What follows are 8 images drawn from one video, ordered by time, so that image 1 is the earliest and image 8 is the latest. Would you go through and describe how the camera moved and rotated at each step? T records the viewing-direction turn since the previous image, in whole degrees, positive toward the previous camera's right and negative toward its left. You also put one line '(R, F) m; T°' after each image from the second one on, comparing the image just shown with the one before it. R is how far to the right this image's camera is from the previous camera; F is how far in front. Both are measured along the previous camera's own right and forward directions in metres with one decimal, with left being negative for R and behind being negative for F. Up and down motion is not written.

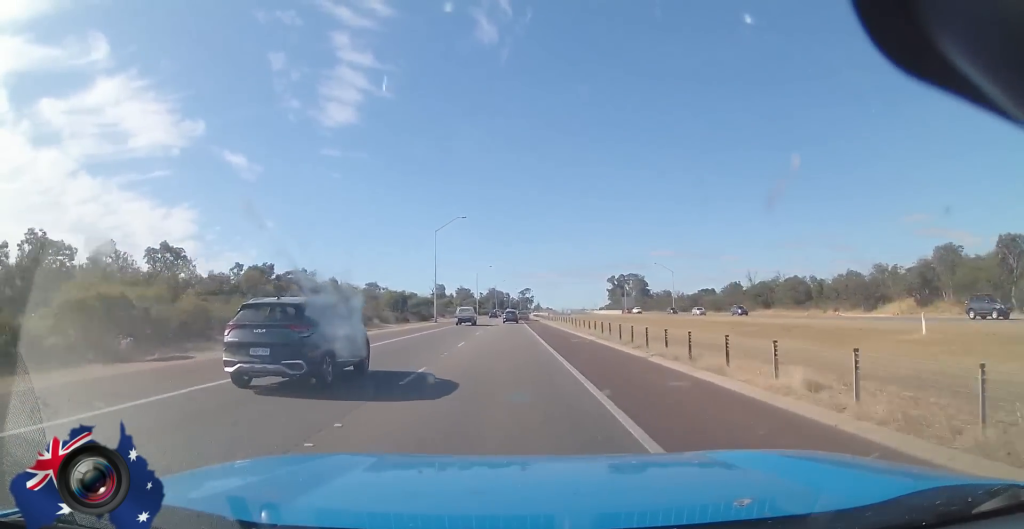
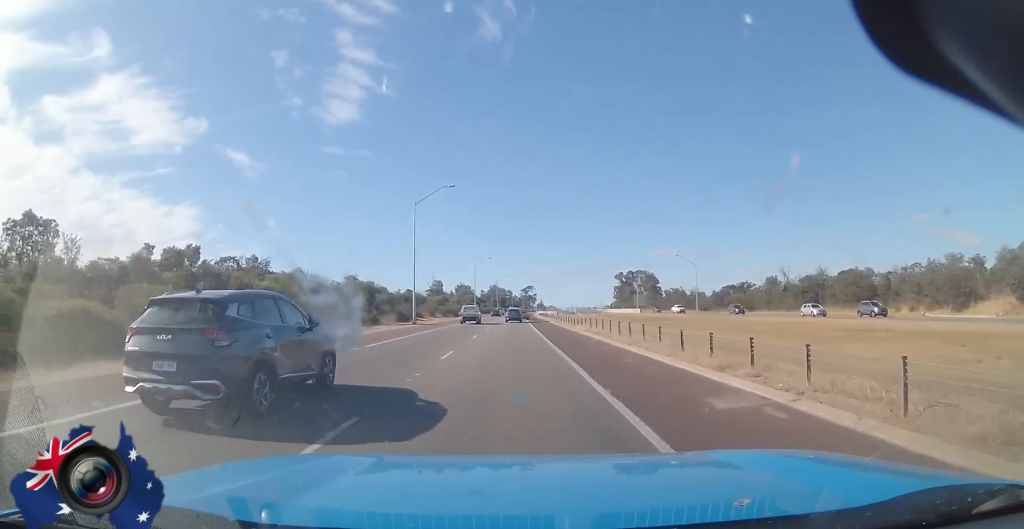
(+0.3, +19.2) m; 0°
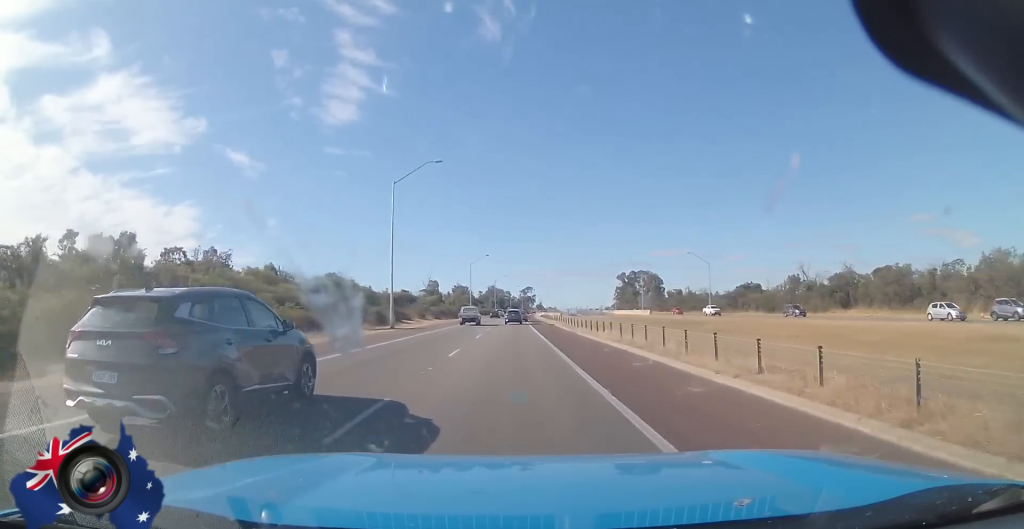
(0.0, +10.5) m; 0°
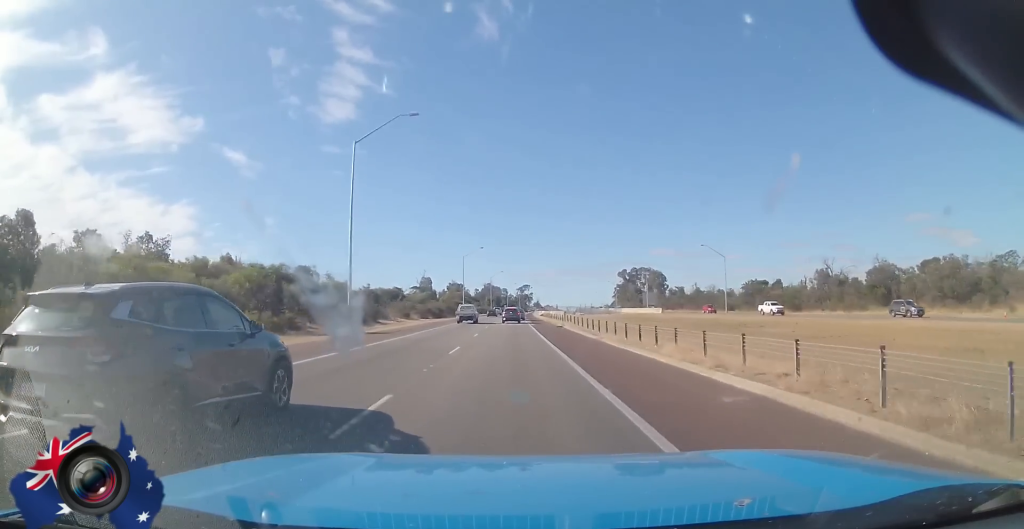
(0.0, +11.7) m; 0°
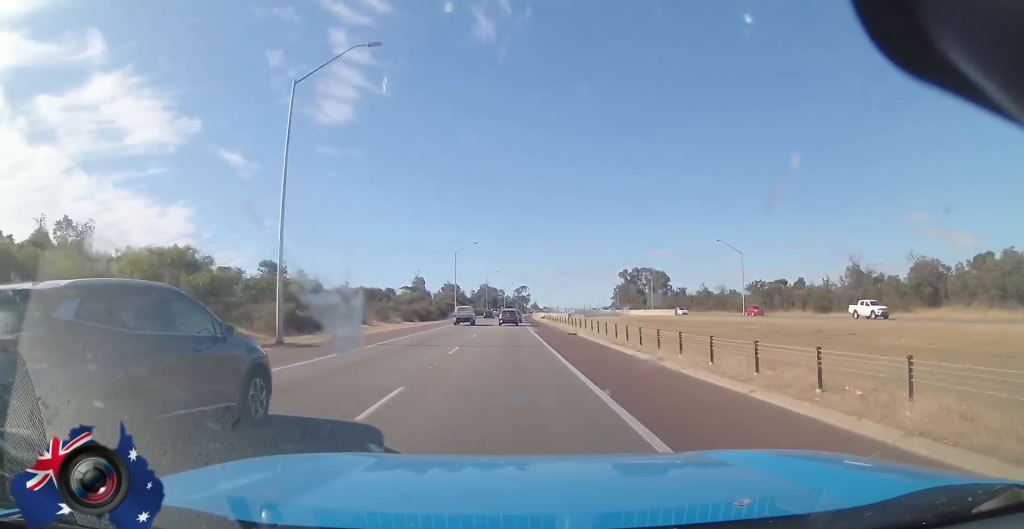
(0.0, +10.8) m; 0°
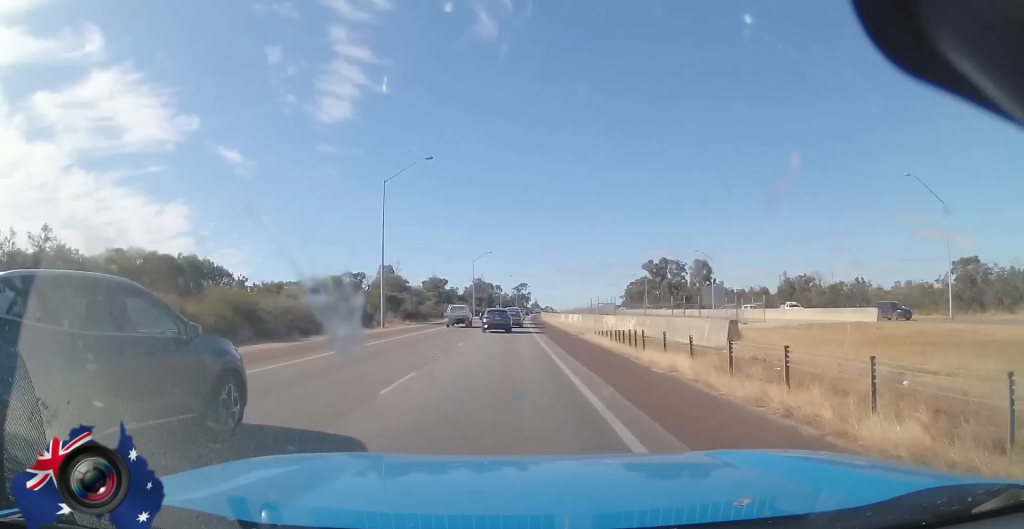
(+1.0, +56.9) m; +2°
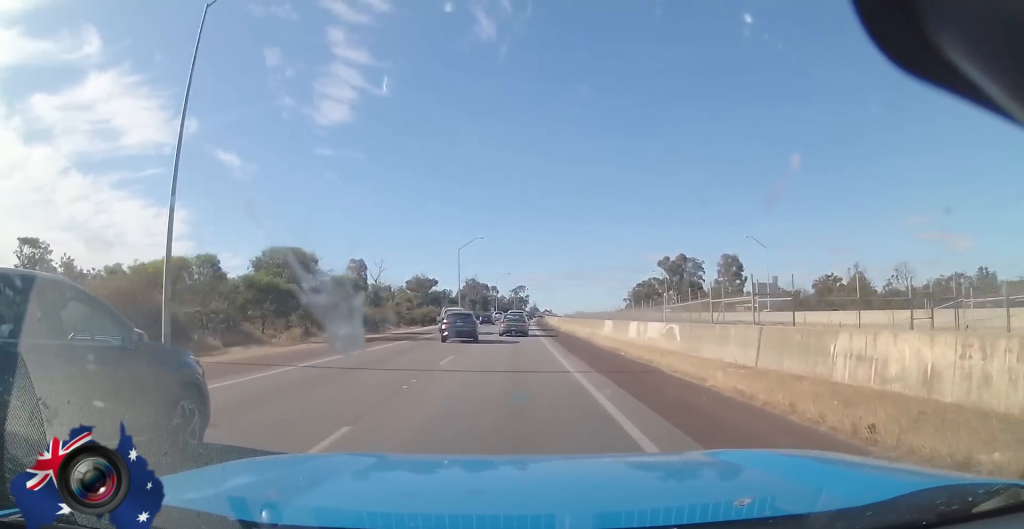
(-0.7, +29.9) m; -1°
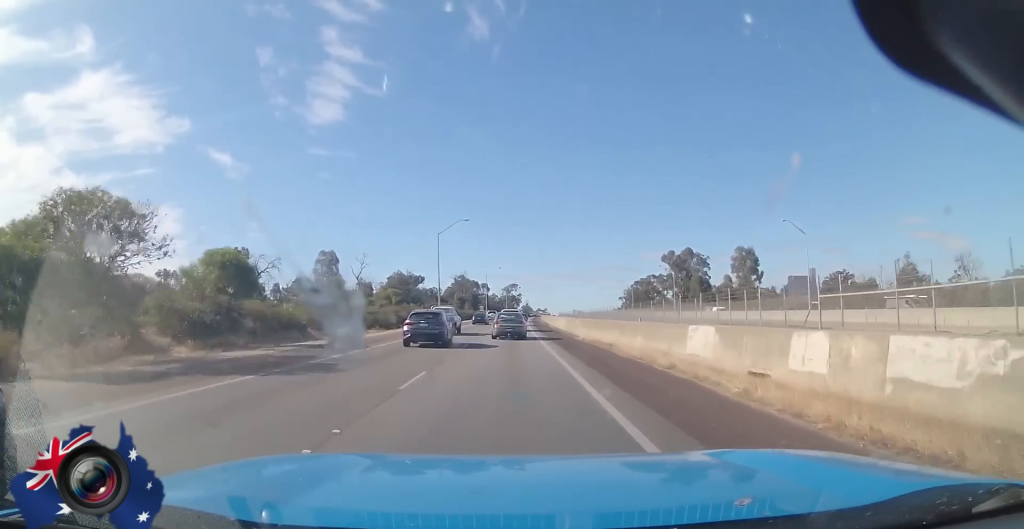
(+0.3, +16.9) m; +1°
